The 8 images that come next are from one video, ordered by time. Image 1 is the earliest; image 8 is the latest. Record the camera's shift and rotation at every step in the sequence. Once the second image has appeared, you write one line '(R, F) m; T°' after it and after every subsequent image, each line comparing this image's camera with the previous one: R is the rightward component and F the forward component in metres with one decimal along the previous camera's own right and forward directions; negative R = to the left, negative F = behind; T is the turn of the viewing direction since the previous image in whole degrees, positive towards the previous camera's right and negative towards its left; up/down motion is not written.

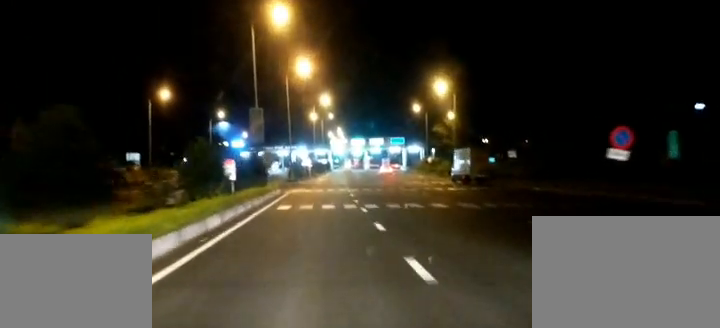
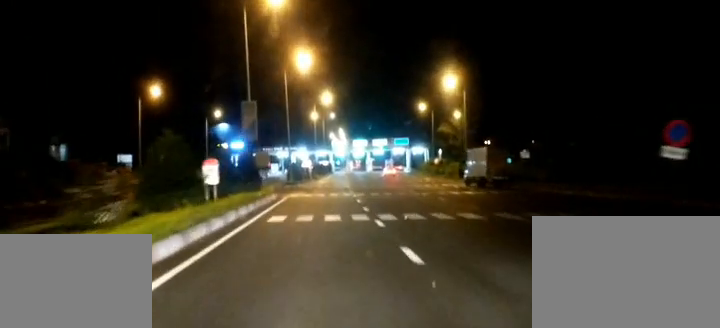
(-0.1, +5.7) m; 0°
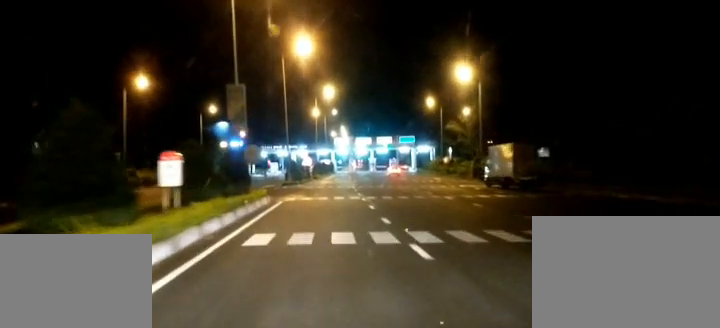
(-0.2, +7.9) m; 0°
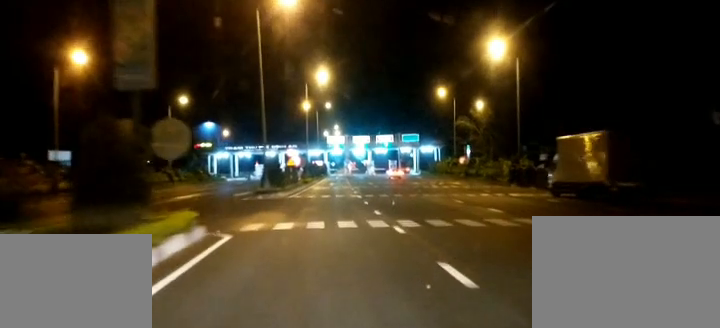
(+0.6, +18.4) m; +2°
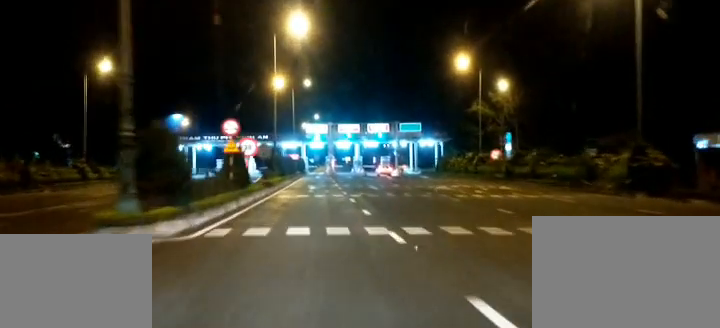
(-0.1, +27.6) m; -1°
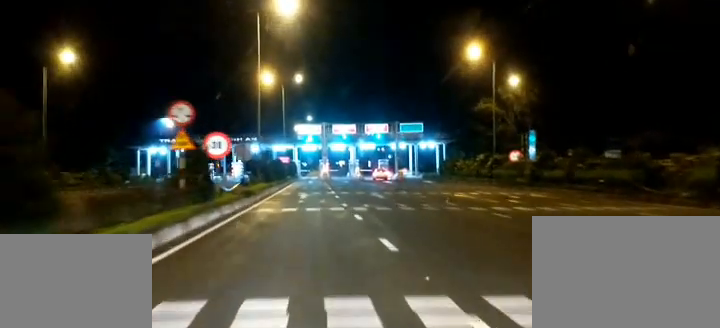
(-0.1, +8.5) m; -1°
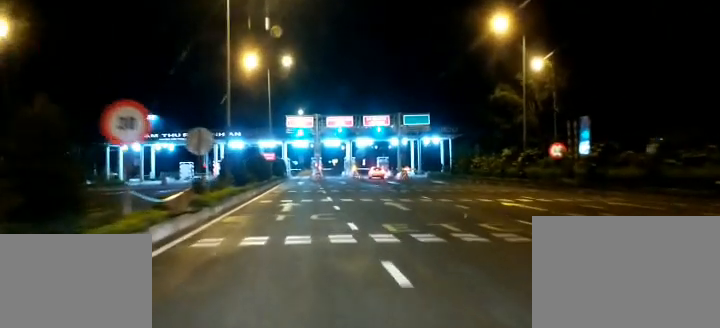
(0.0, +12.5) m; 0°
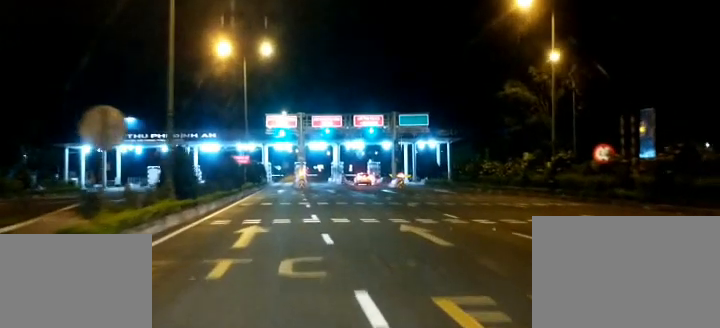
(0.0, +10.7) m; +3°
